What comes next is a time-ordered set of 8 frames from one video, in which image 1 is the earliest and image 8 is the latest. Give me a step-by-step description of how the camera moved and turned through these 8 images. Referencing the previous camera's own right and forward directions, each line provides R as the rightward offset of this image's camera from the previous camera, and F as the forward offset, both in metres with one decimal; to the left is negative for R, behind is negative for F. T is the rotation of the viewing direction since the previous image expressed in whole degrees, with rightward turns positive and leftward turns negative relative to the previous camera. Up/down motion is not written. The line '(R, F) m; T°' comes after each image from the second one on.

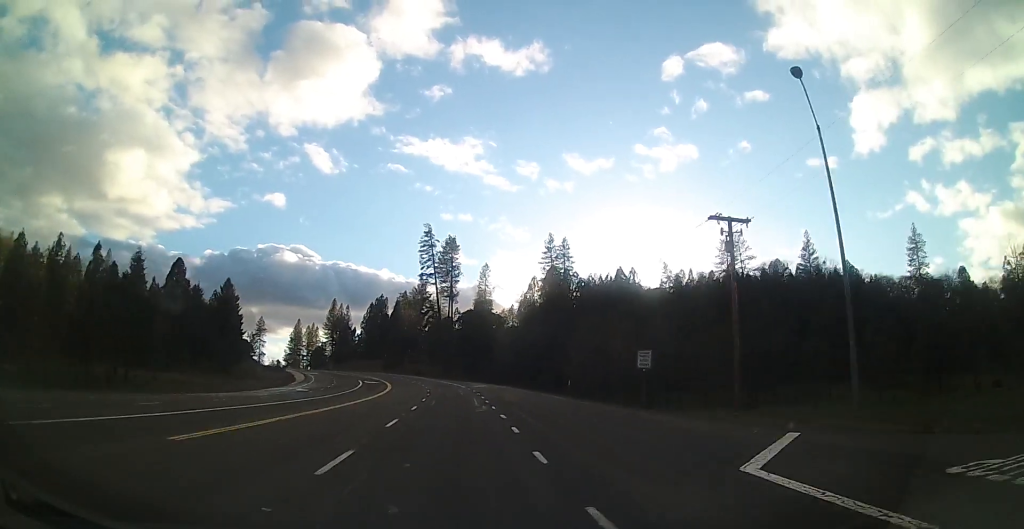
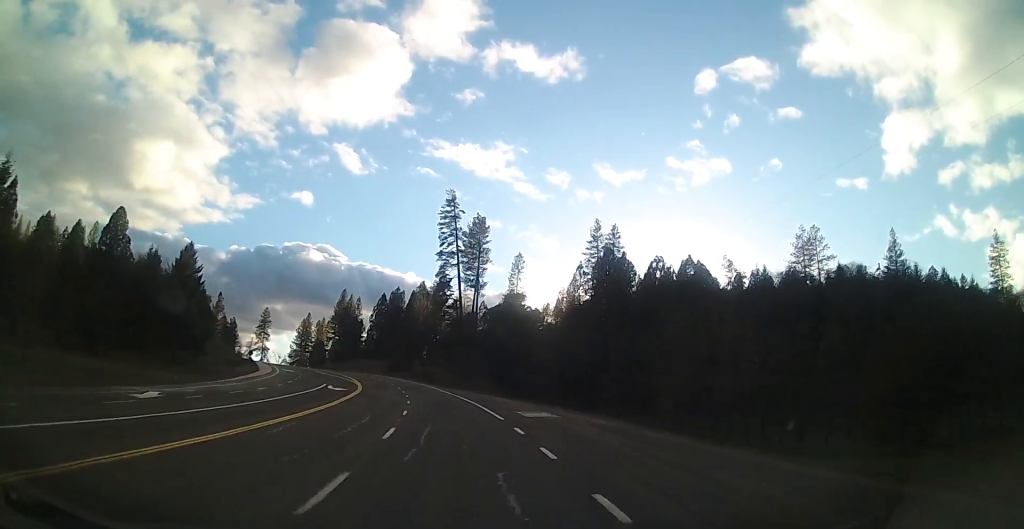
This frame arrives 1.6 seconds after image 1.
(-0.9, +30.9) m; -2°
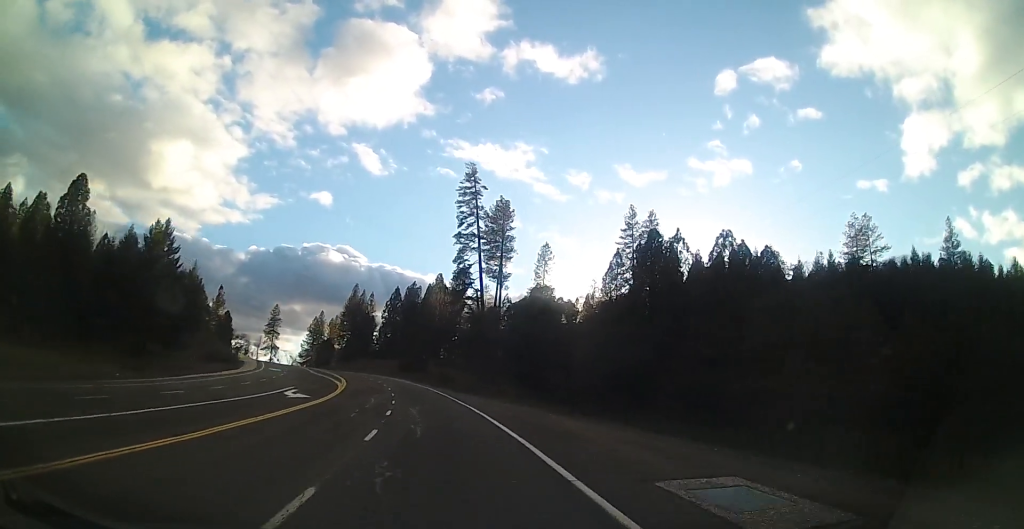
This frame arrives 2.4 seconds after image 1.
(+0.1, +15.8) m; -2°
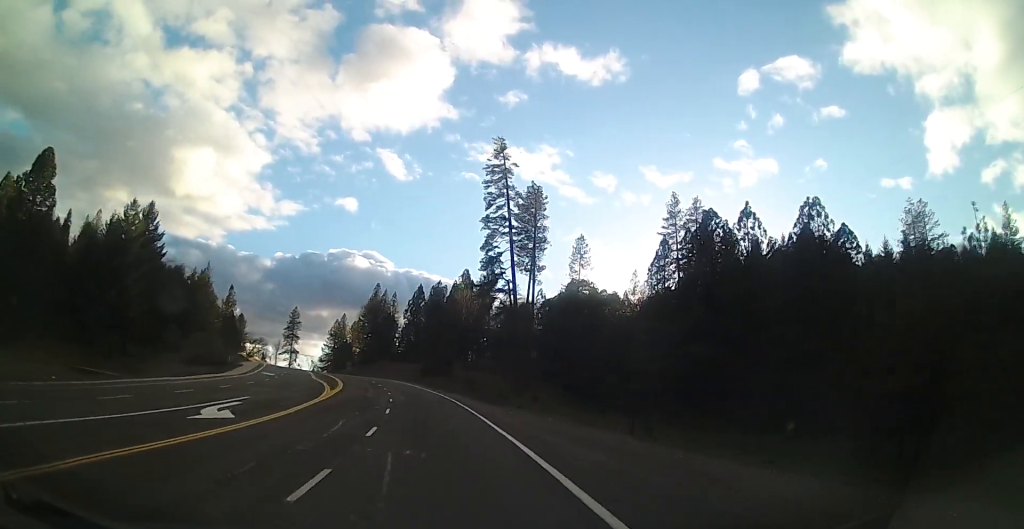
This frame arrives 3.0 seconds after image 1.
(-0.7, +13.1) m; -3°
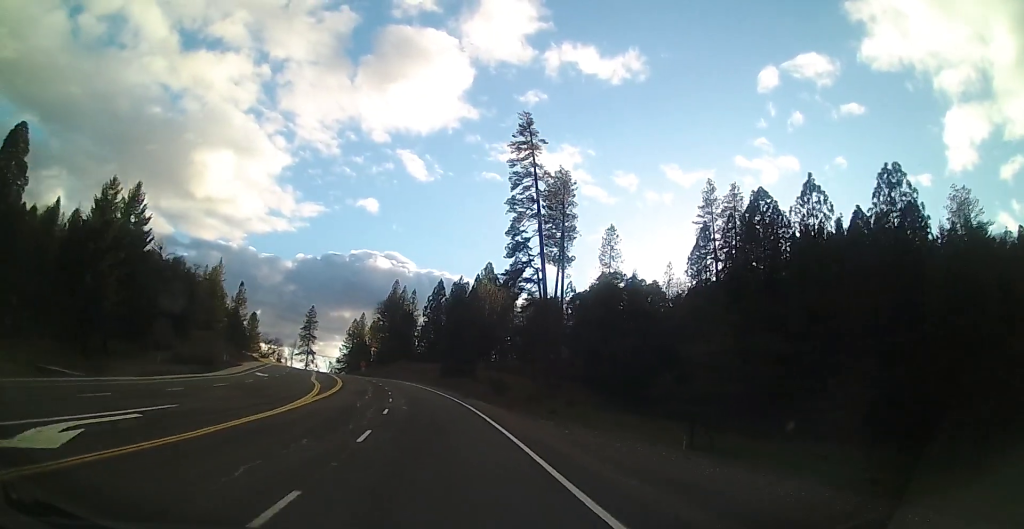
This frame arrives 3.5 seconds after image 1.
(-0.1, +9.3) m; -2°
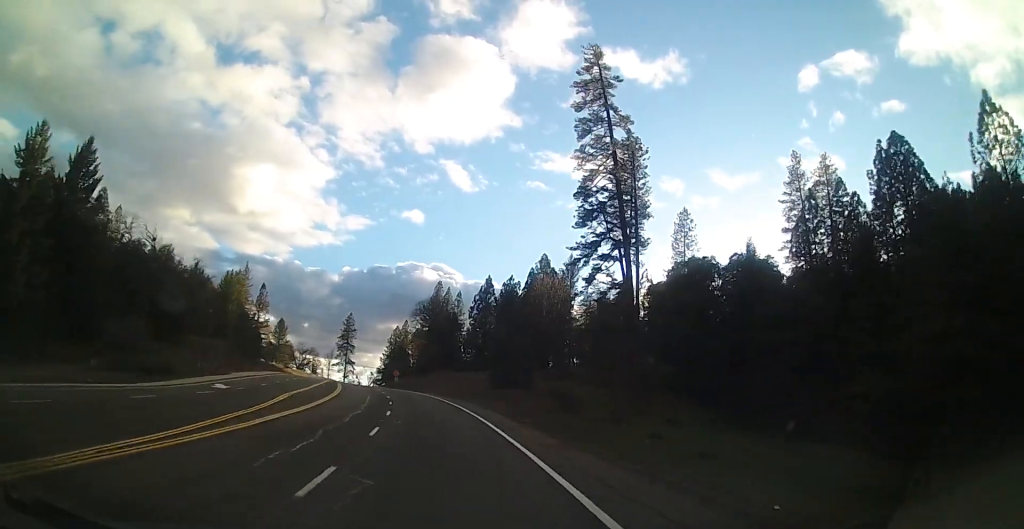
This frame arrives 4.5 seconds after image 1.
(-0.5, +20.0) m; -5°
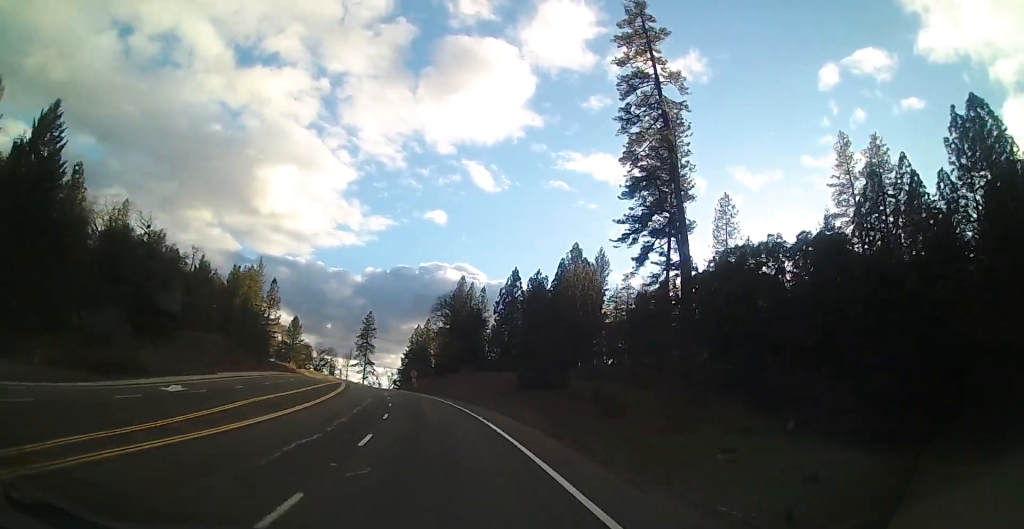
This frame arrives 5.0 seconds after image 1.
(-0.1, +9.4) m; -3°
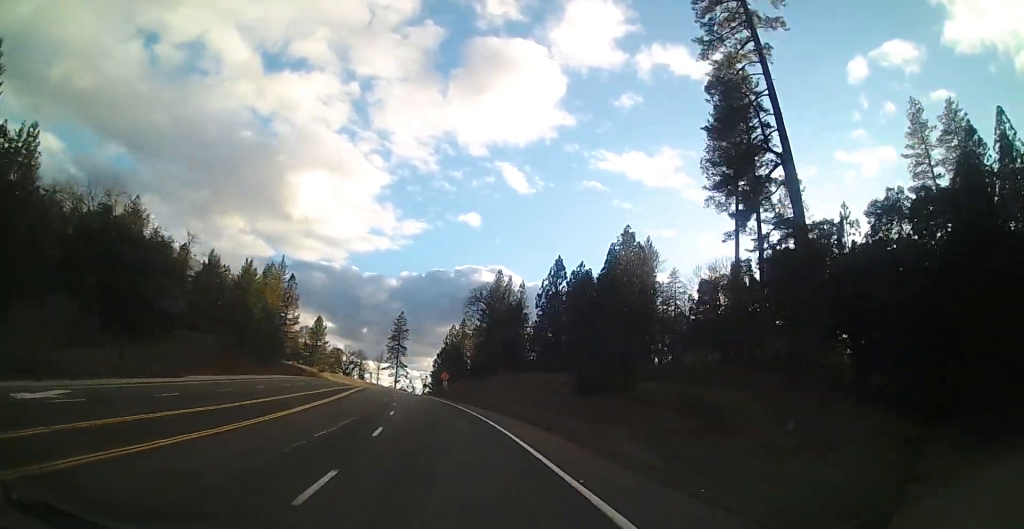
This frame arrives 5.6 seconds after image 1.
(-0.7, +12.9) m; -3°
